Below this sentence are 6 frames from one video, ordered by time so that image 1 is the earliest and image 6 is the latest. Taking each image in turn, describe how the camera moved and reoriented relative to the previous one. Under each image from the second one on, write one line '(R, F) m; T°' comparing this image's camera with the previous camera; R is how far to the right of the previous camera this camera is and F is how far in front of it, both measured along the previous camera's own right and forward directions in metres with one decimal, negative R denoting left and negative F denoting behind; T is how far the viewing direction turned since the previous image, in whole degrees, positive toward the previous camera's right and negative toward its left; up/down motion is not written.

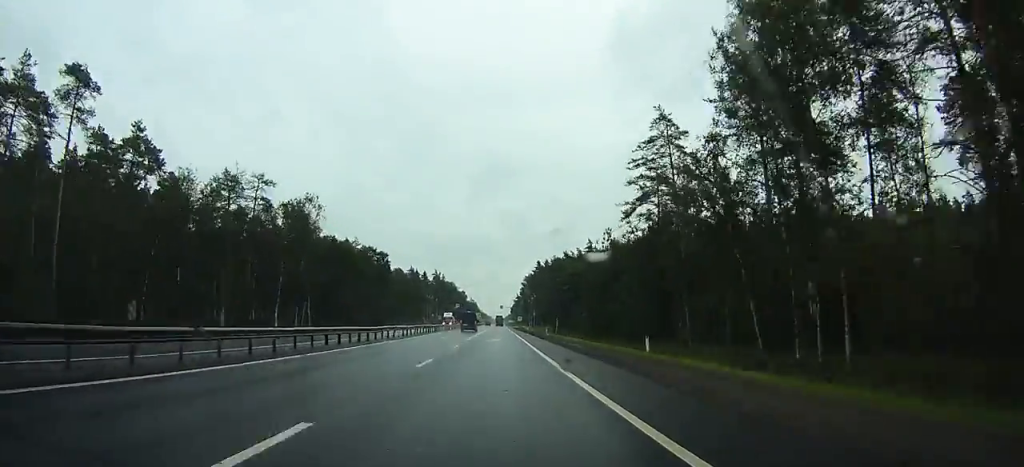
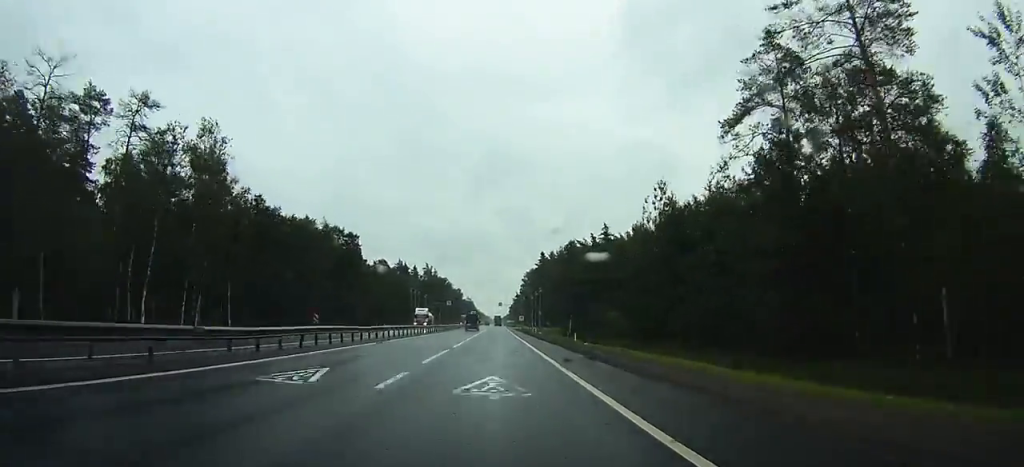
(0.0, +30.8) m; 0°
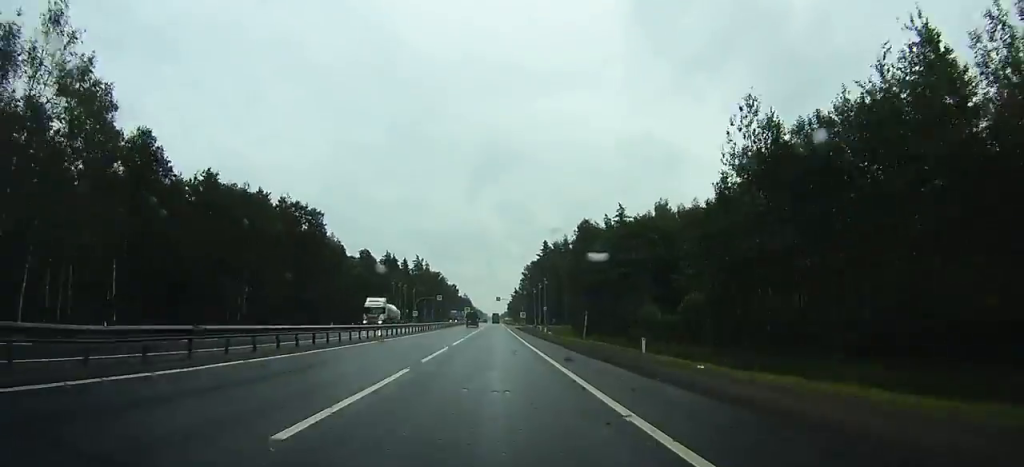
(+0.2, +22.8) m; 0°
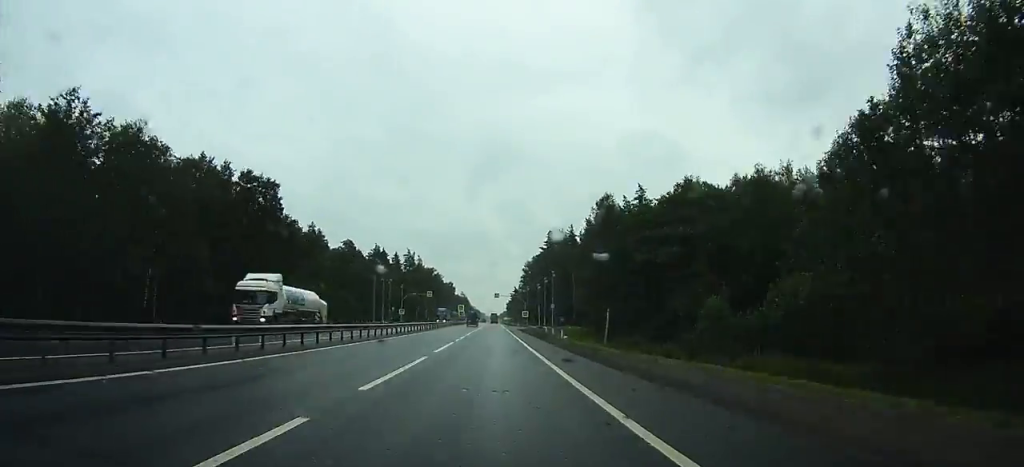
(+0.1, +19.6) m; 0°
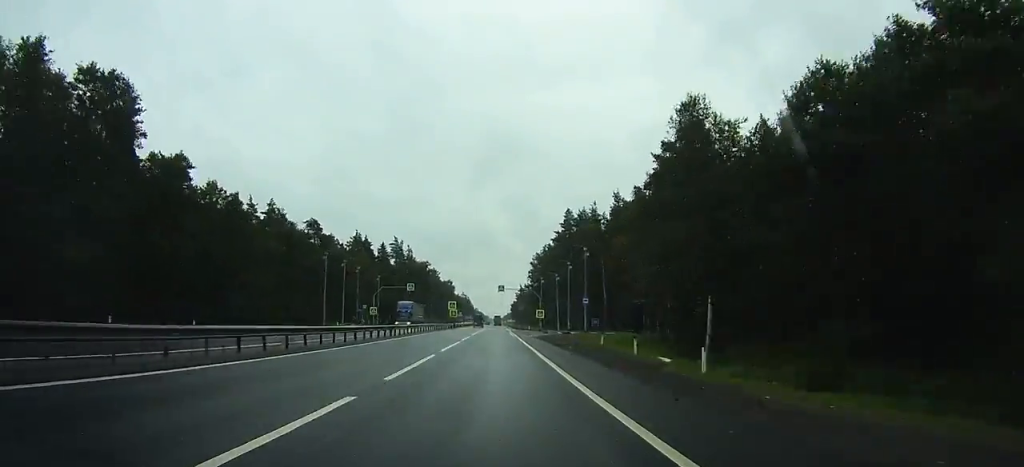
(0.0, +32.2) m; 0°
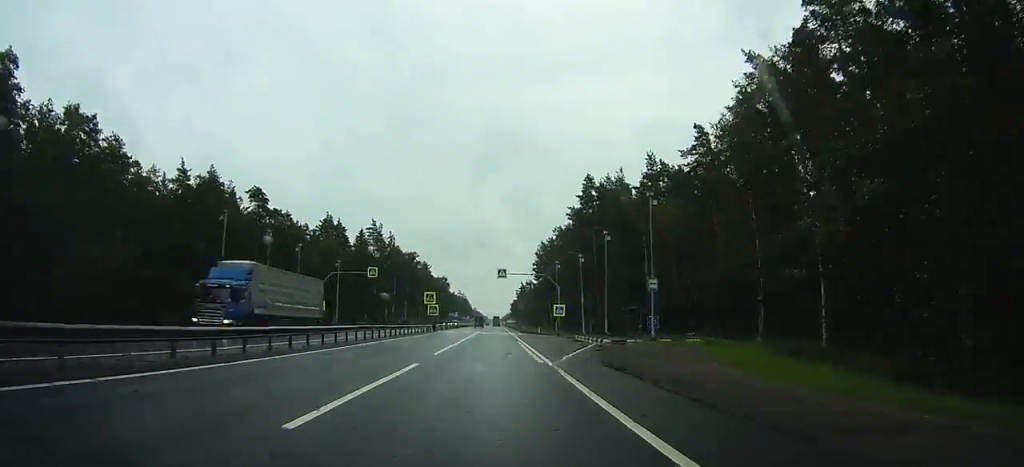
(0.0, +27.4) m; 0°
